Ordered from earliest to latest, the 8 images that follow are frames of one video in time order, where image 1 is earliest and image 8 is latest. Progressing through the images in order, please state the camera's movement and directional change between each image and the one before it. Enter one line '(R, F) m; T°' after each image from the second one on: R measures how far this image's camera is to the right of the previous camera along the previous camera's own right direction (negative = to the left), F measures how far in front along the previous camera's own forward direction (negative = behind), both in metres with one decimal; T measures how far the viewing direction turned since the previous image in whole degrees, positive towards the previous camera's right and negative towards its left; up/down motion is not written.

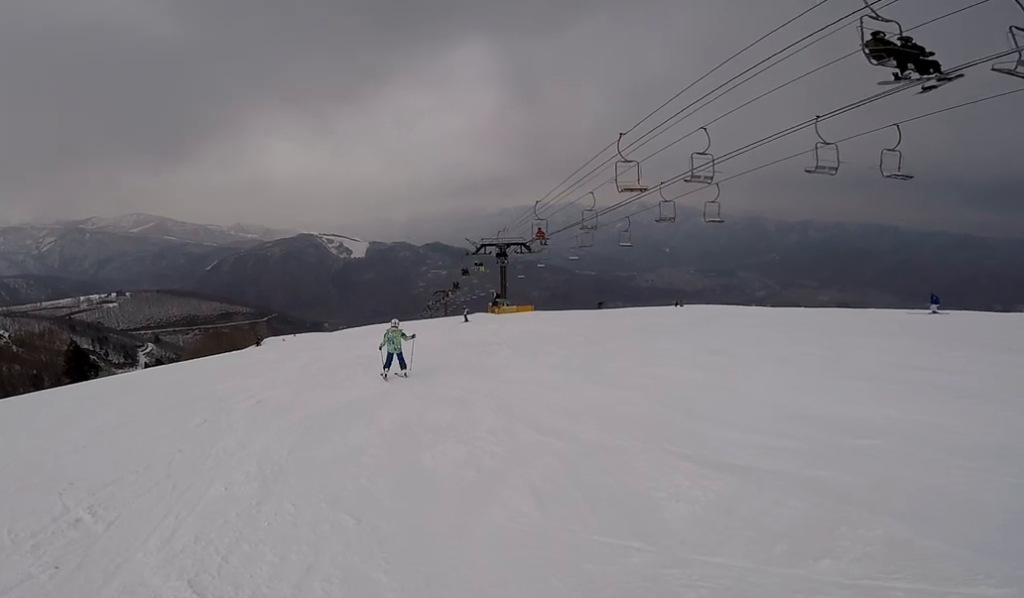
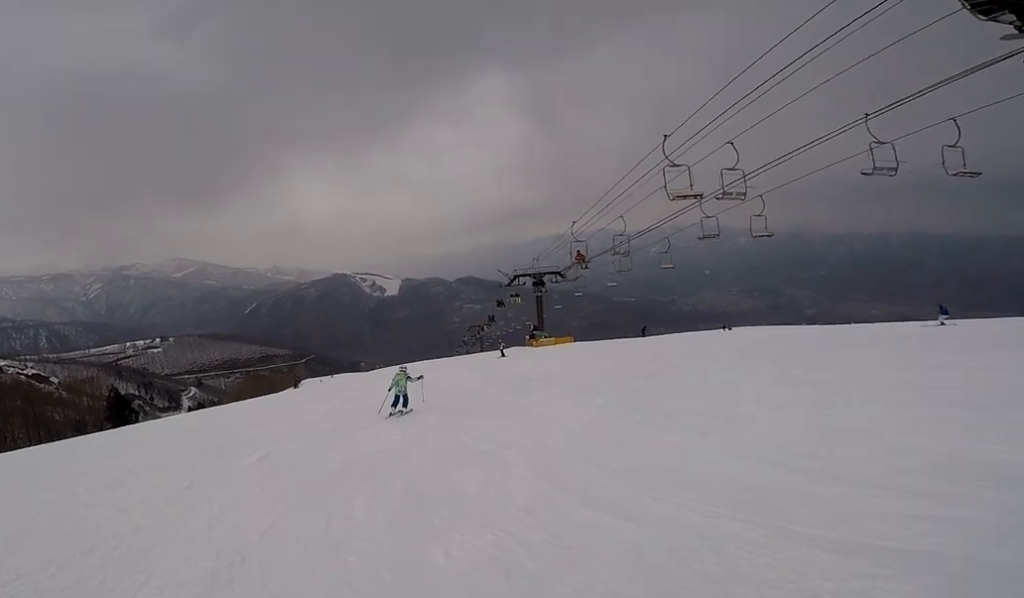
(0.0, +1.7) m; -1°
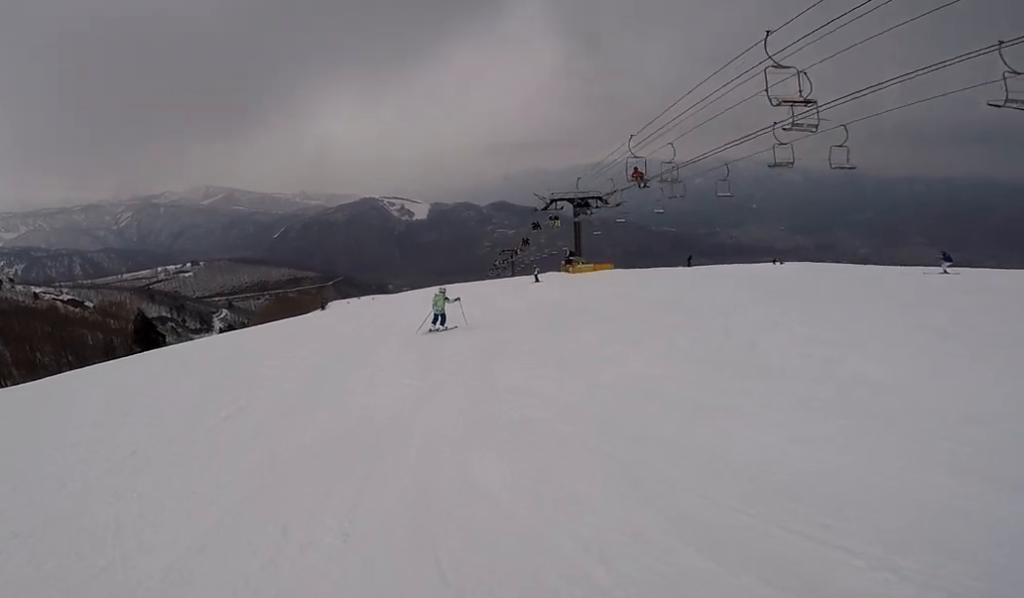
(0.0, +2.2) m; 0°
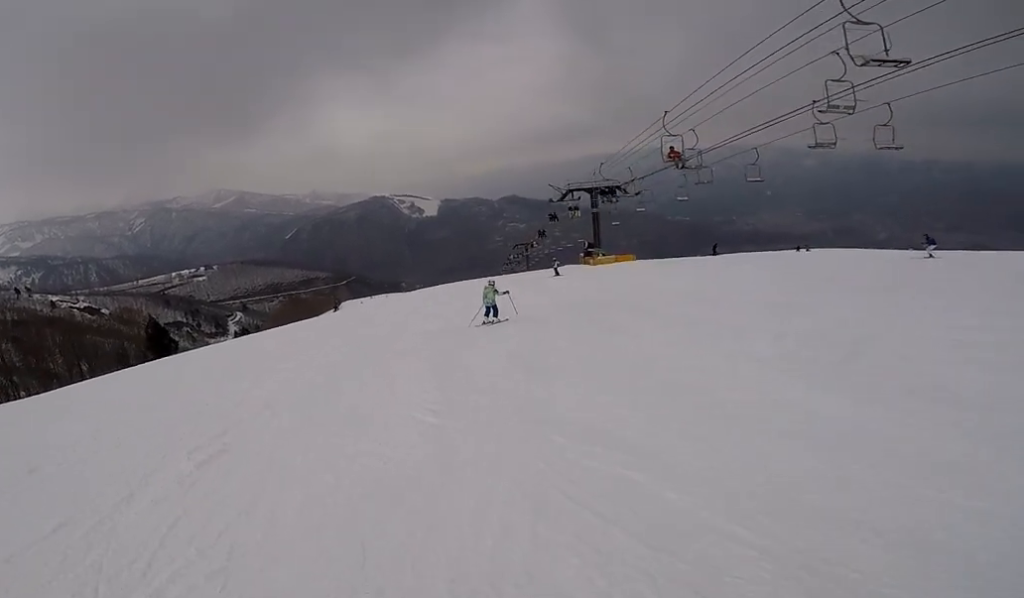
(0.0, +1.8) m; +1°
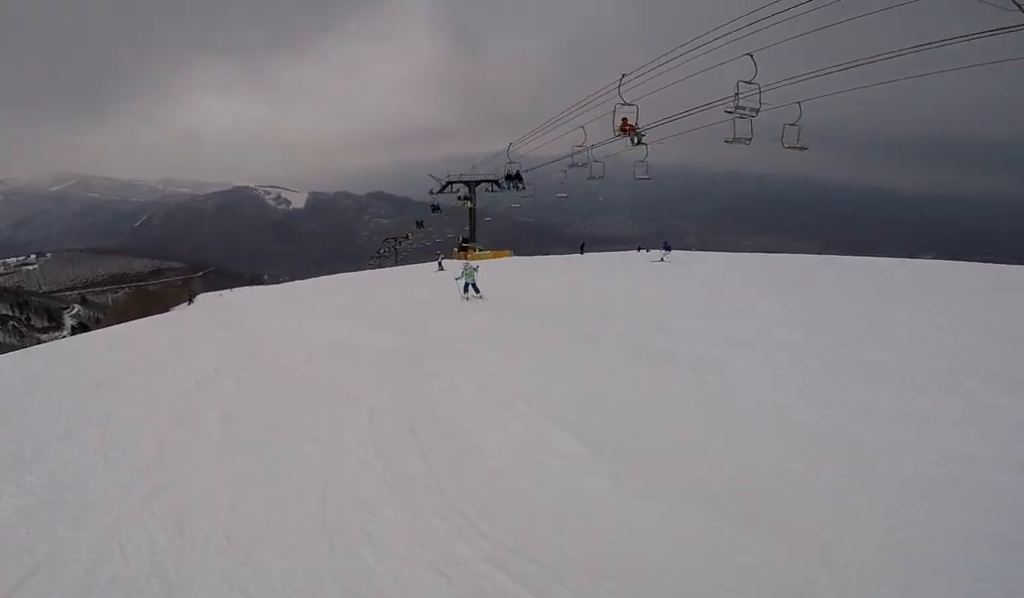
(+0.1, +4.7) m; +6°
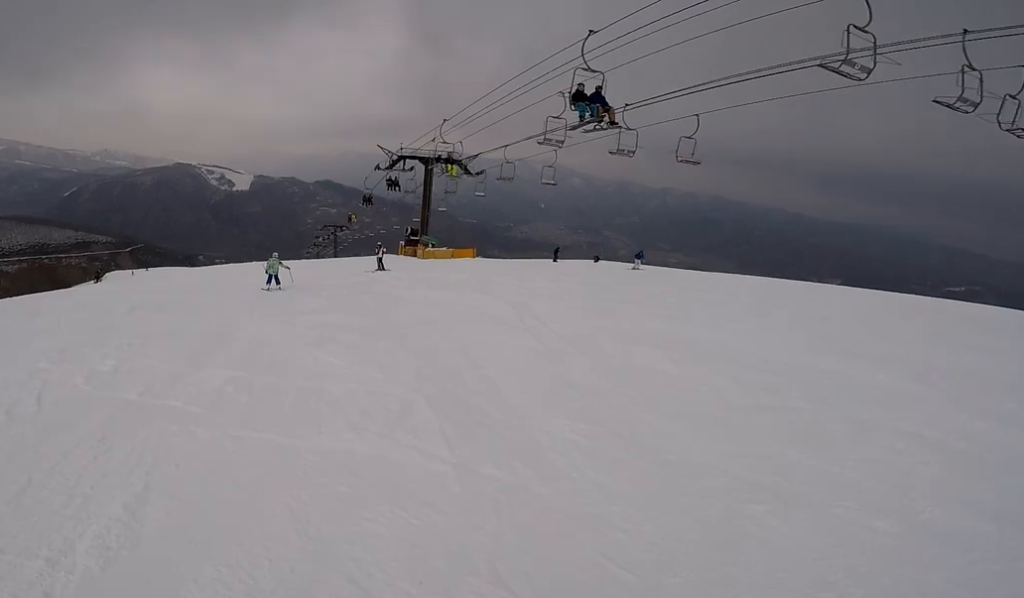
(+2.1, +12.2) m; -3°
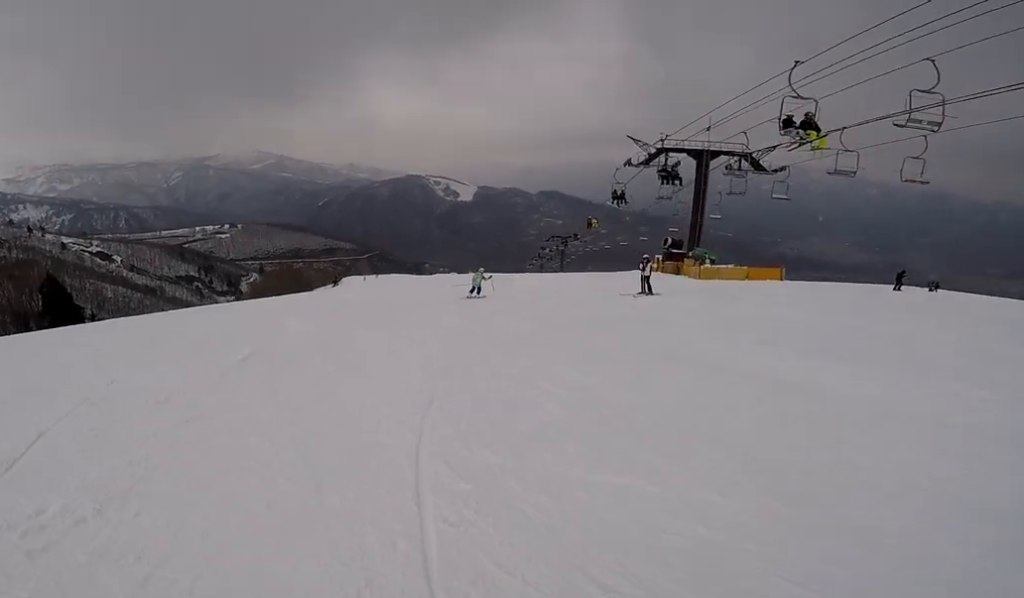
(-1.8, +6.5) m; -20°
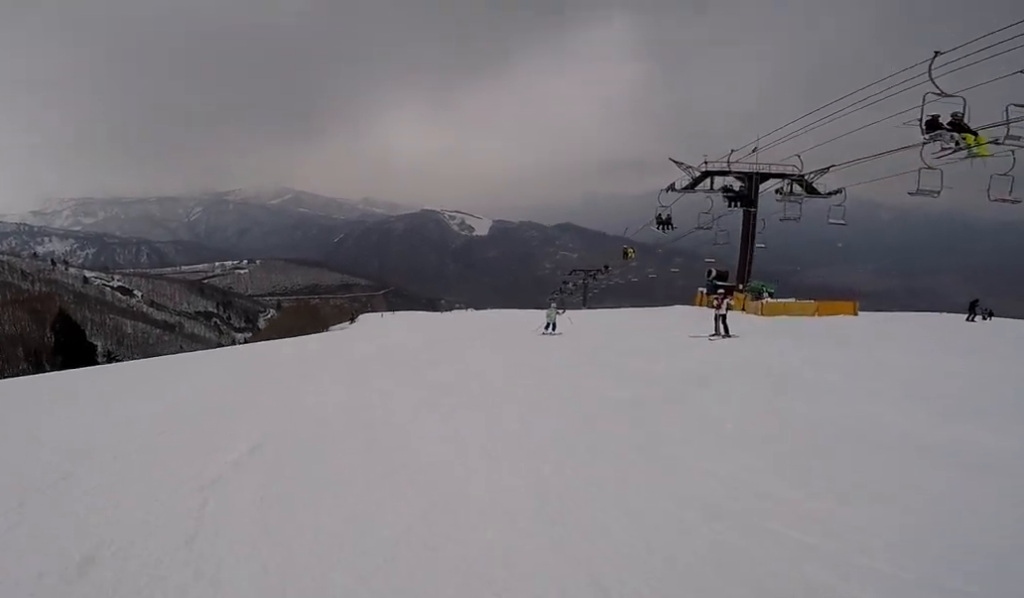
(0.0, +3.0) m; +4°
